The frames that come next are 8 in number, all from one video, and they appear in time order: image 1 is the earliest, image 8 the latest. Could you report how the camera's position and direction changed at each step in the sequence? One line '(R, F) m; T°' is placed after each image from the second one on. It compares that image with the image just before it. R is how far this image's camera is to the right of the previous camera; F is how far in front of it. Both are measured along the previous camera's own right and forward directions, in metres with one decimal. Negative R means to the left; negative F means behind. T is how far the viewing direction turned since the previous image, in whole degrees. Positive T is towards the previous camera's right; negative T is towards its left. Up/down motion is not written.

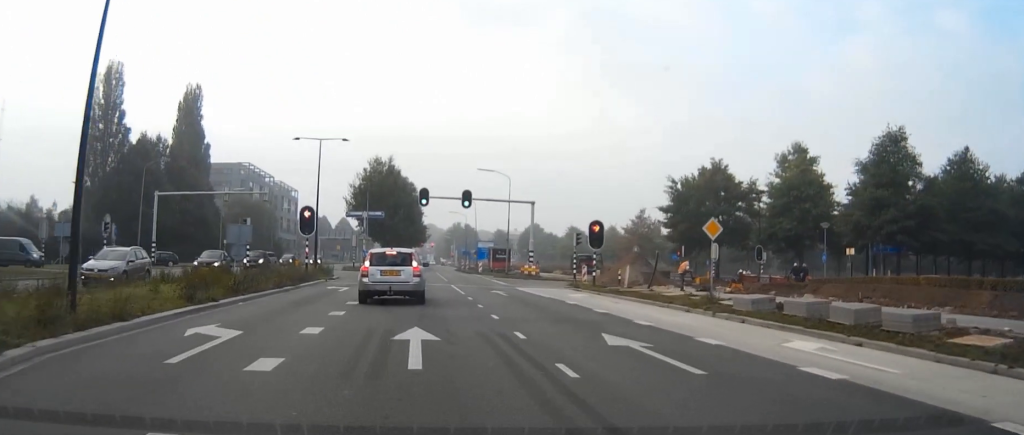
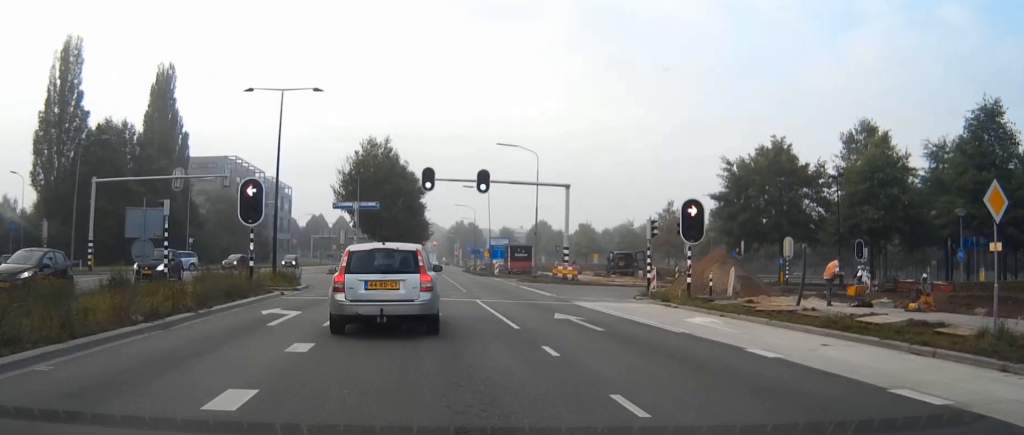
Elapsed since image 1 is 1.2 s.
(0.0, +16.8) m; 0°
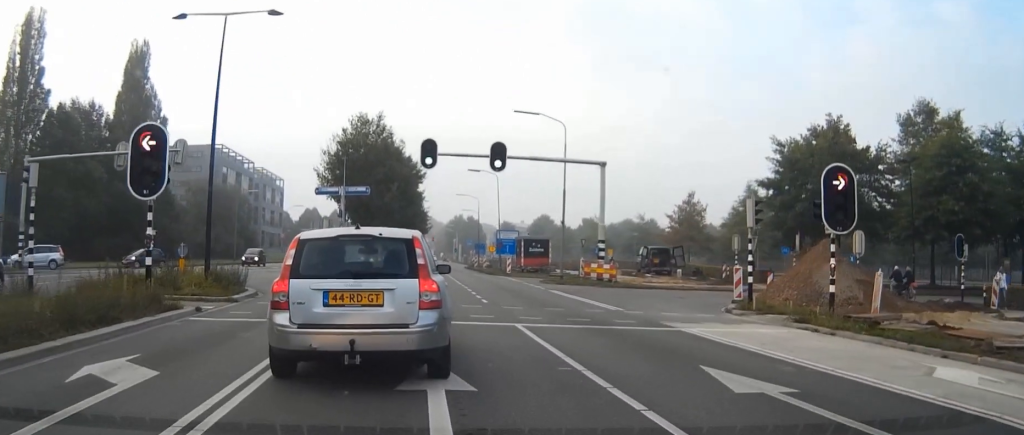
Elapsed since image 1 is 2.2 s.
(0.0, +14.5) m; 0°
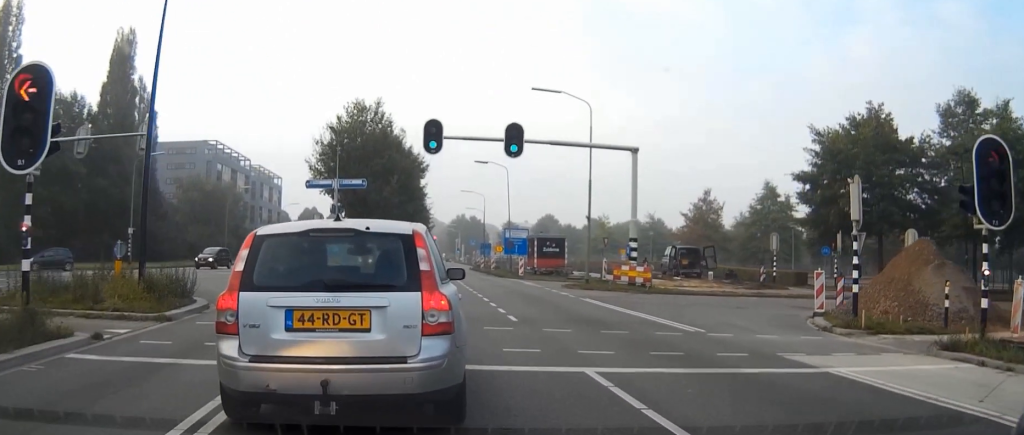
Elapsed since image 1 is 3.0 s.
(0.0, +10.3) m; 0°
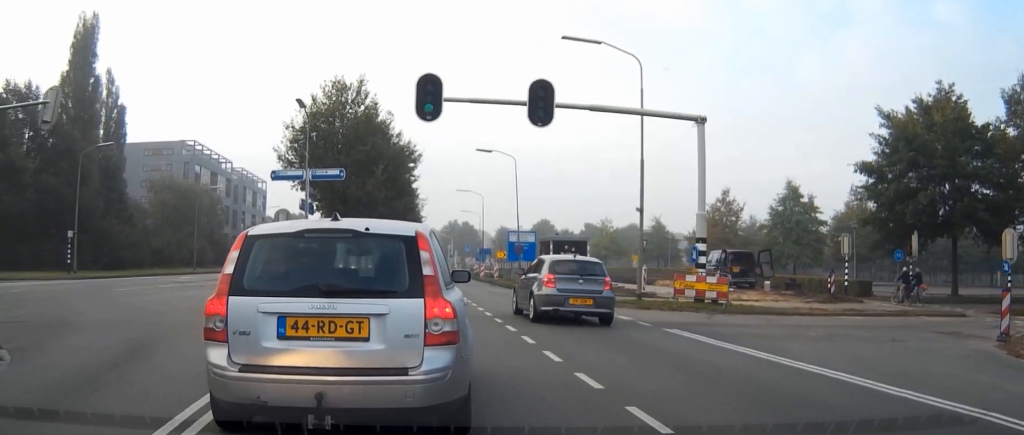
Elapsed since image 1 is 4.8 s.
(+0.1, +12.3) m; +2°
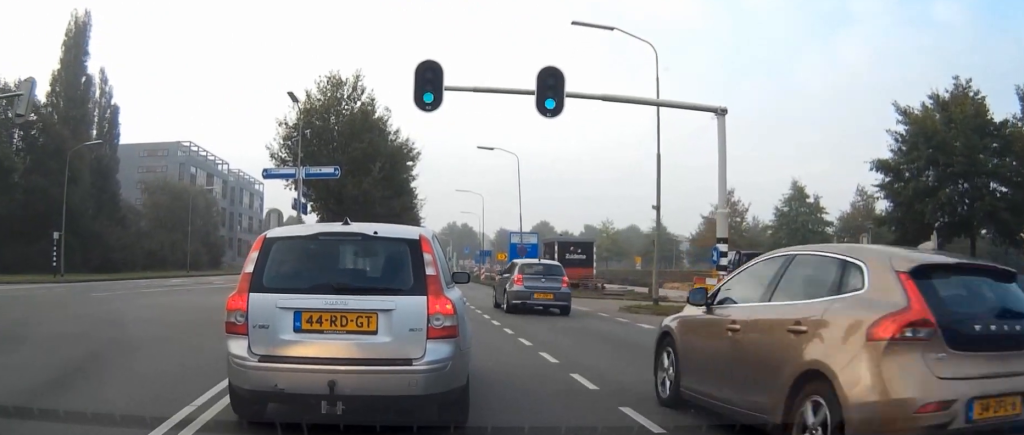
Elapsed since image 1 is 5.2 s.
(0.0, +2.2) m; +1°
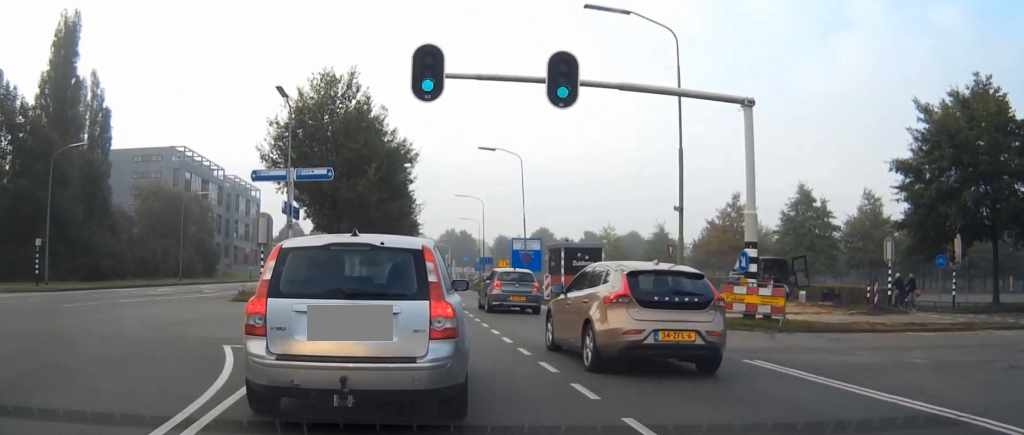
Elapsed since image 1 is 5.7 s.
(+0.1, +2.2) m; +2°
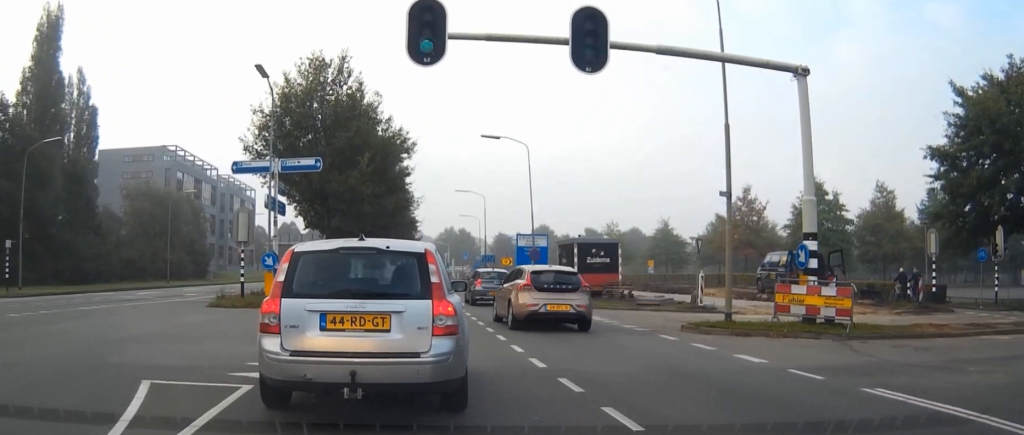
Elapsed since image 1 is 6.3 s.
(+0.1, +3.2) m; +2°
